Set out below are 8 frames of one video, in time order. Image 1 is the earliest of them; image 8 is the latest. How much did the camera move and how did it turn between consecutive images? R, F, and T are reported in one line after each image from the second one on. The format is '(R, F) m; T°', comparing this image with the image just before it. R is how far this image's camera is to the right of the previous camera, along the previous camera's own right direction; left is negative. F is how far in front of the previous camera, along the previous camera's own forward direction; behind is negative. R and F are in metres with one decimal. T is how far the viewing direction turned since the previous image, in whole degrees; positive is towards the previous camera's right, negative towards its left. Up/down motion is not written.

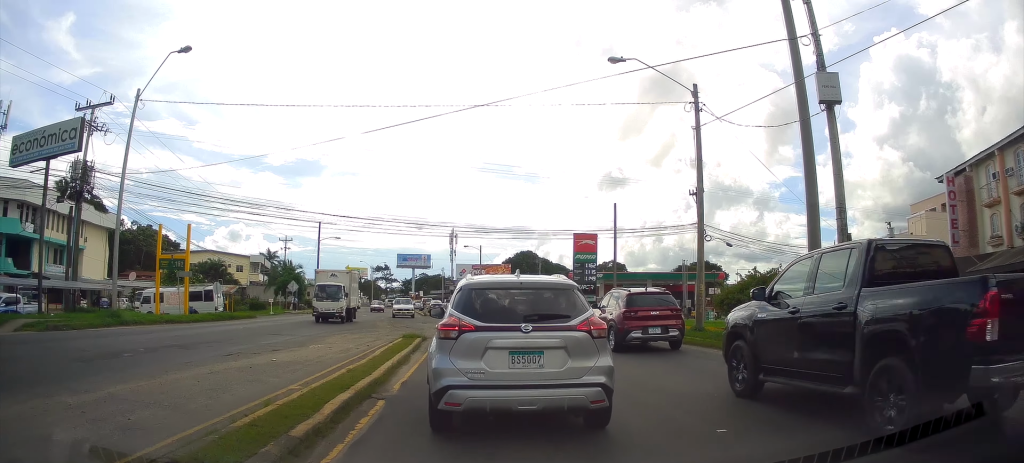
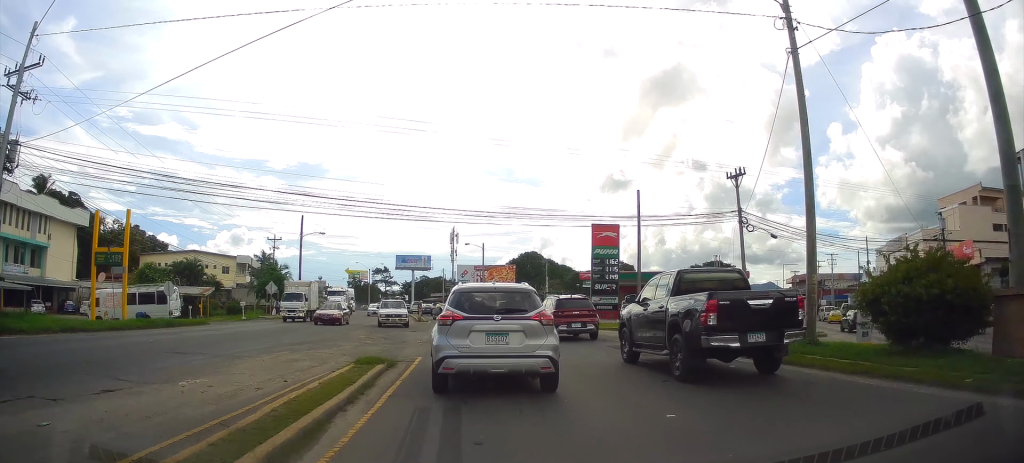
(0.0, +4.5) m; 0°
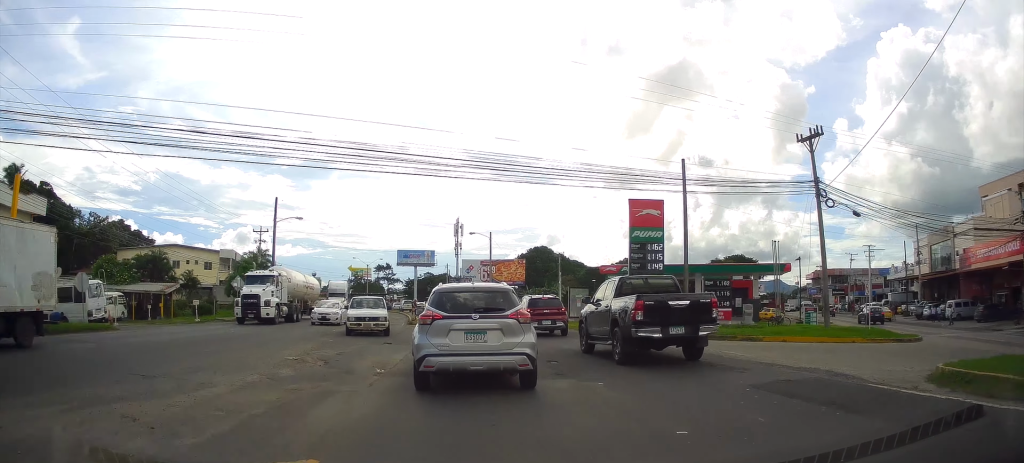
(0.0, +7.9) m; 0°
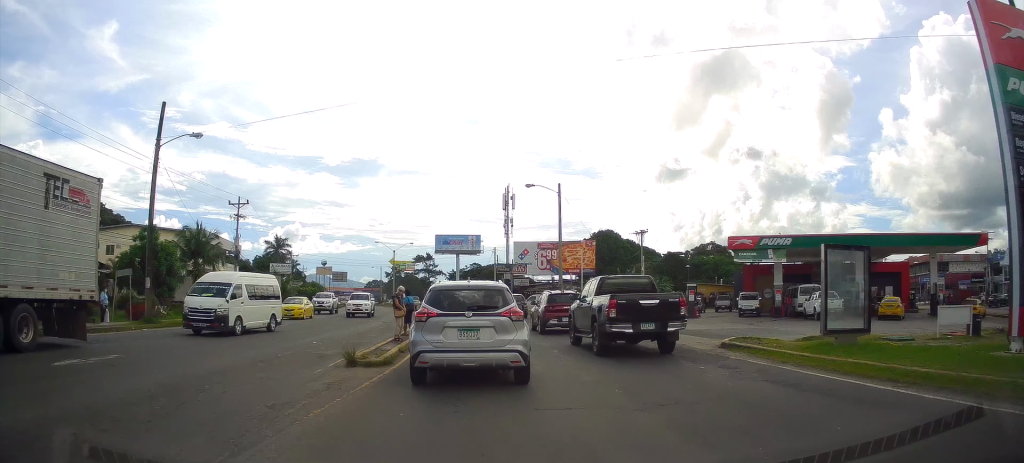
(+0.7, +22.1) m; +4°
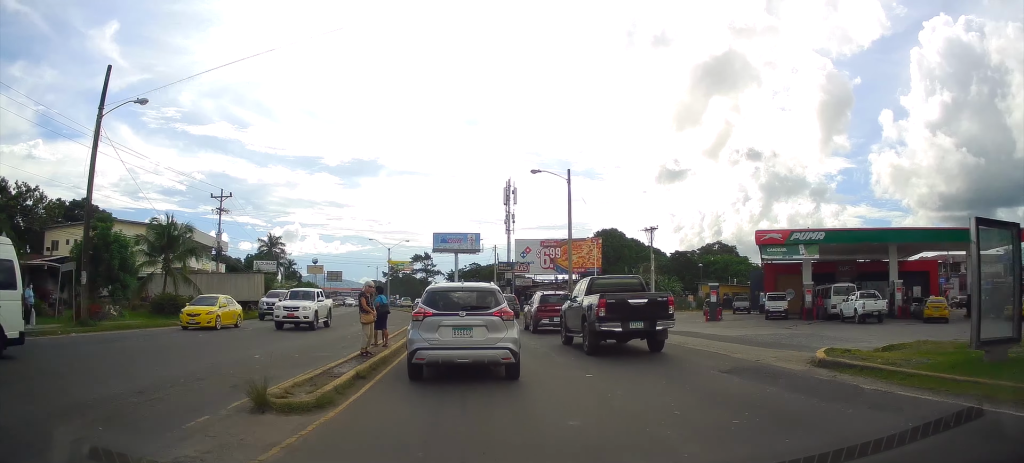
(+0.2, +4.3) m; 0°
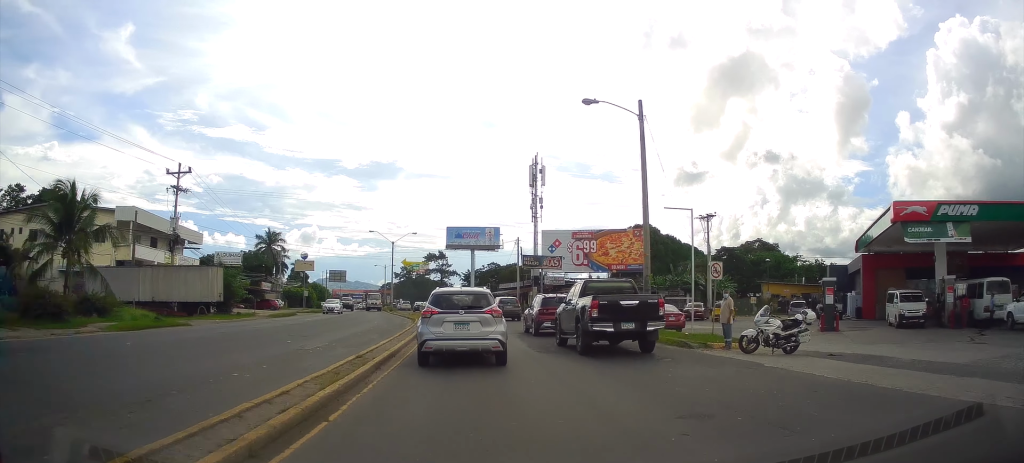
(-0.6, +10.9) m; -6°
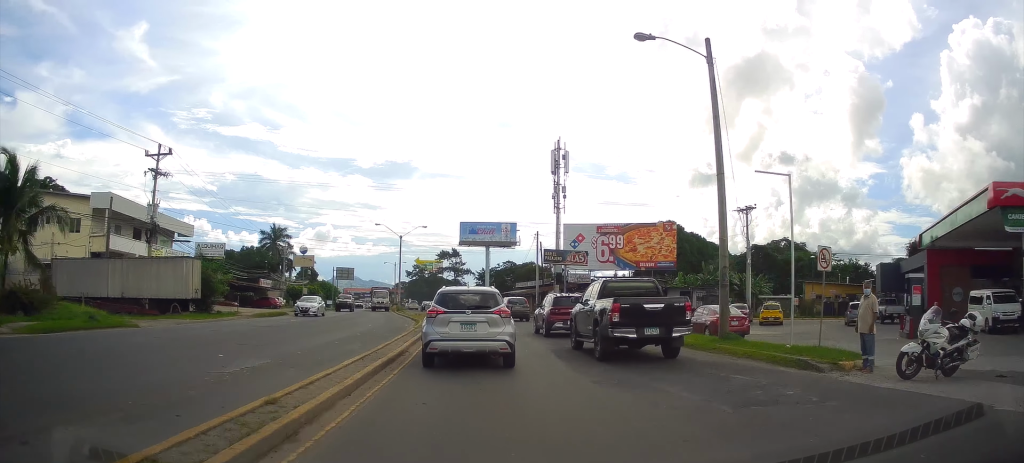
(-0.2, +4.7) m; -2°
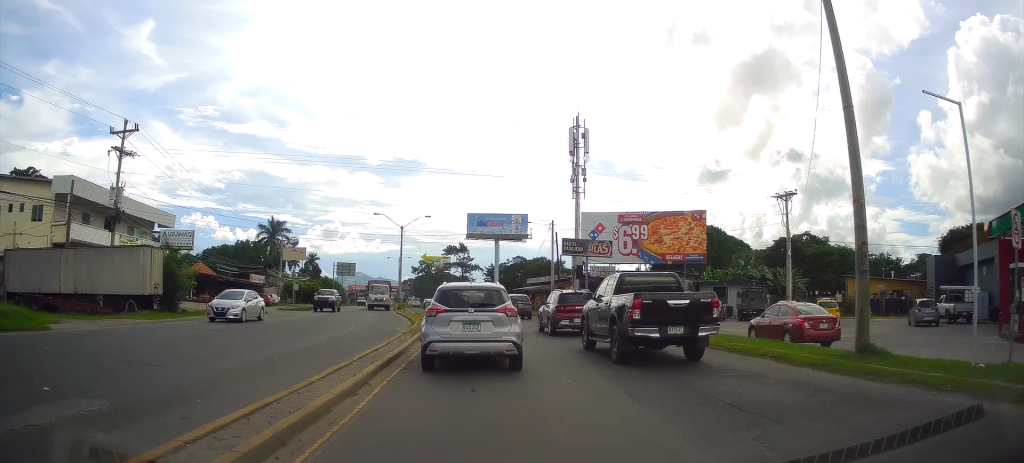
(0.0, +4.7) m; -2°
